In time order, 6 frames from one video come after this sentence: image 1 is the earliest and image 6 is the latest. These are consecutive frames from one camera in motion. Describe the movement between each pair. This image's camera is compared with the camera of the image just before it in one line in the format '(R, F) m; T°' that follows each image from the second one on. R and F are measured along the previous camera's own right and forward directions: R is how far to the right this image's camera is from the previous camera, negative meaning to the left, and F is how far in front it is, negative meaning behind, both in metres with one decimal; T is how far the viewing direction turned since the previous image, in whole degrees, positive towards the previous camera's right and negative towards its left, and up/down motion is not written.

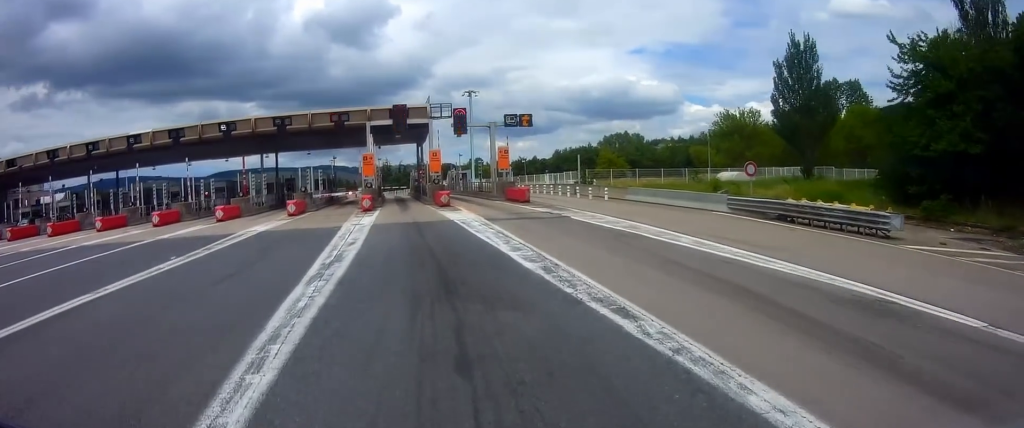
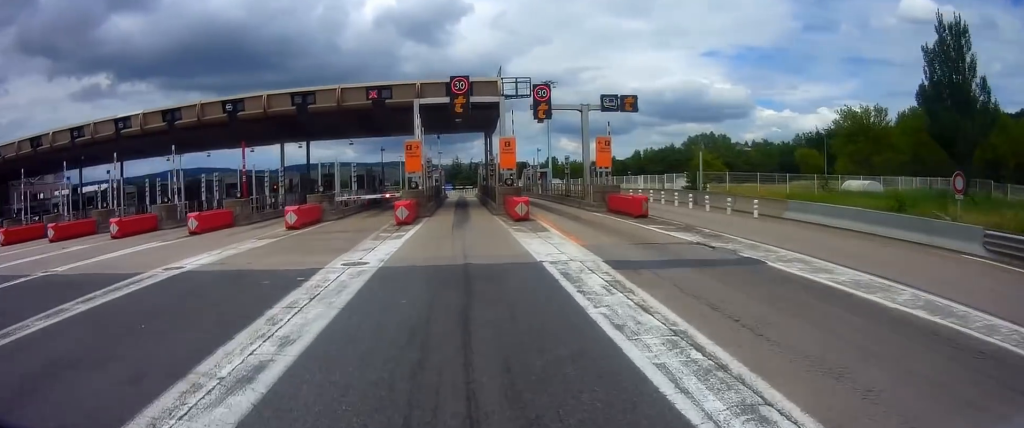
(-0.7, +11.8) m; -5°
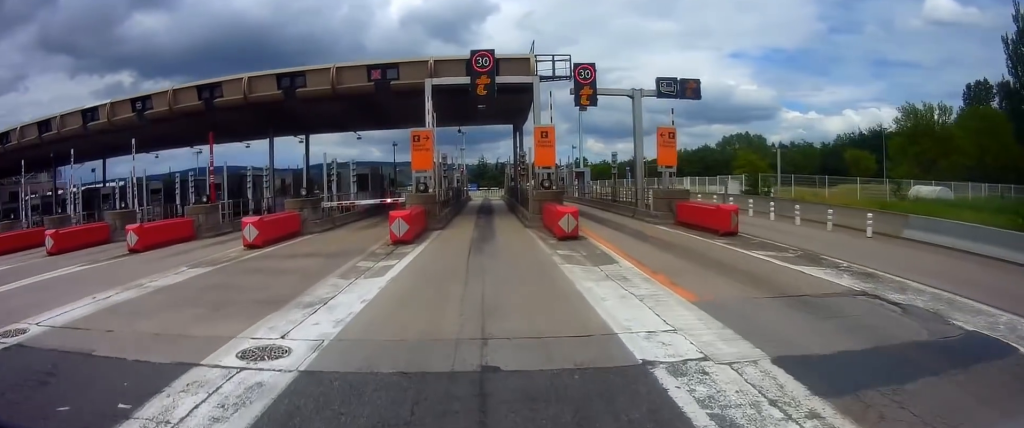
(-0.2, +6.5) m; -2°
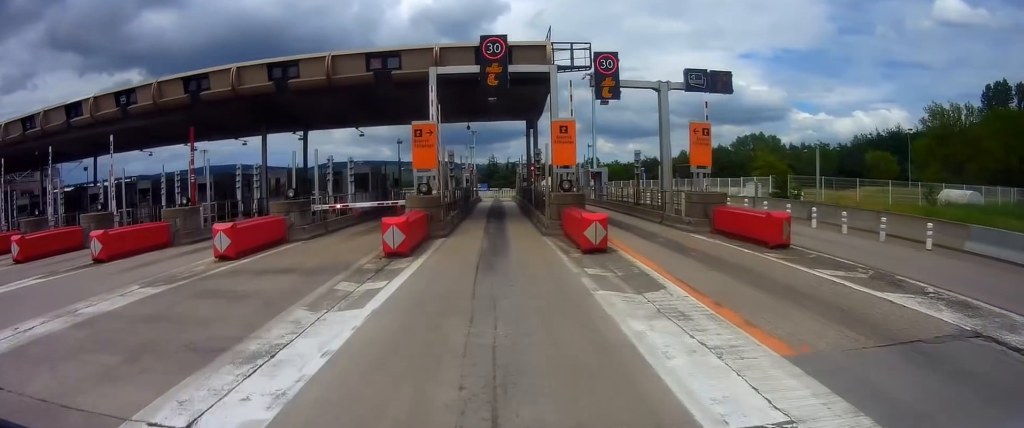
(0.0, +2.6) m; 0°
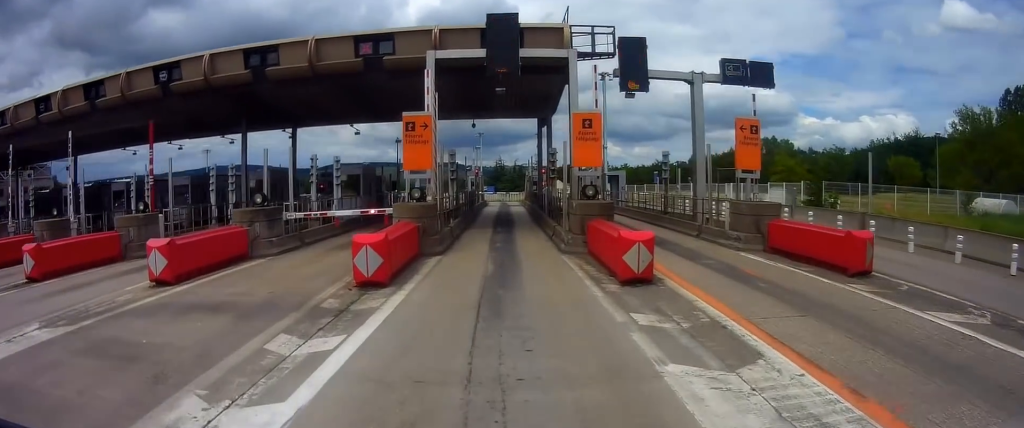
(0.0, +3.5) m; -1°
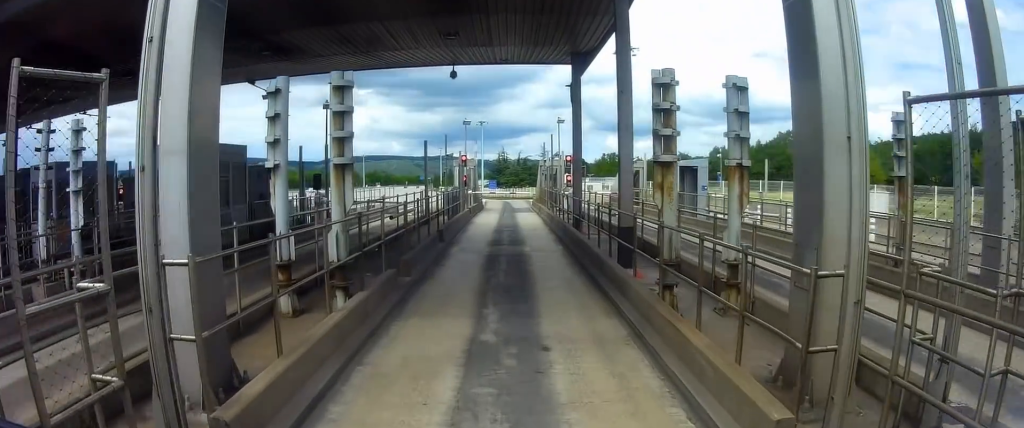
(-0.6, +16.3) m; -4°
